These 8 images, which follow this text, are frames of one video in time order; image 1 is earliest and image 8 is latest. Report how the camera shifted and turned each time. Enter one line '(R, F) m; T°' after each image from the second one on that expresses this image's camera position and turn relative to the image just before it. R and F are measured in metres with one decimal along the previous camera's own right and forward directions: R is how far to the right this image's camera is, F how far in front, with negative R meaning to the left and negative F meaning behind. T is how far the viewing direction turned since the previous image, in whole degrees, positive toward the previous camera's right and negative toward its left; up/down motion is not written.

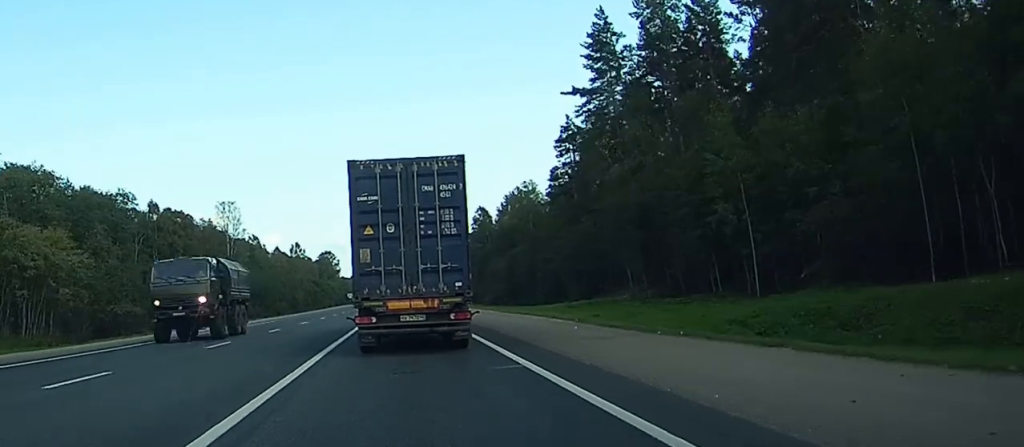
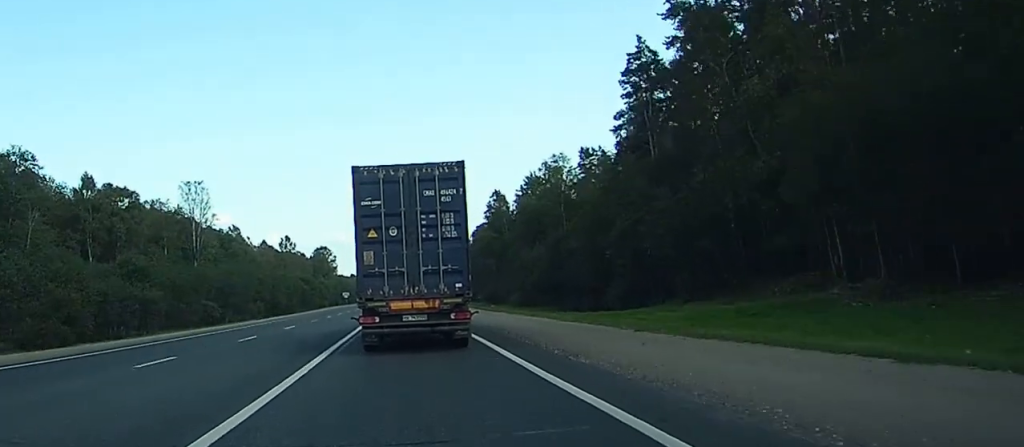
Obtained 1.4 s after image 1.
(+0.6, +30.8) m; +1°
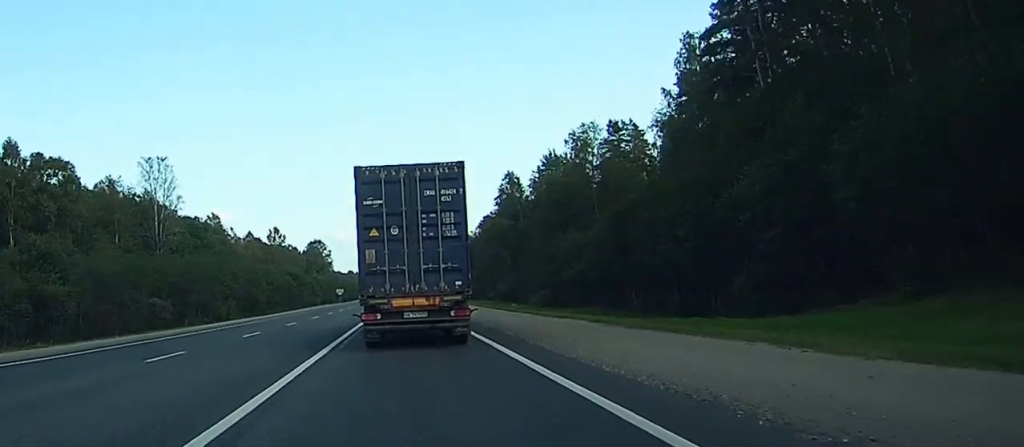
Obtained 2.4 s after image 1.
(0.0, +22.7) m; 0°
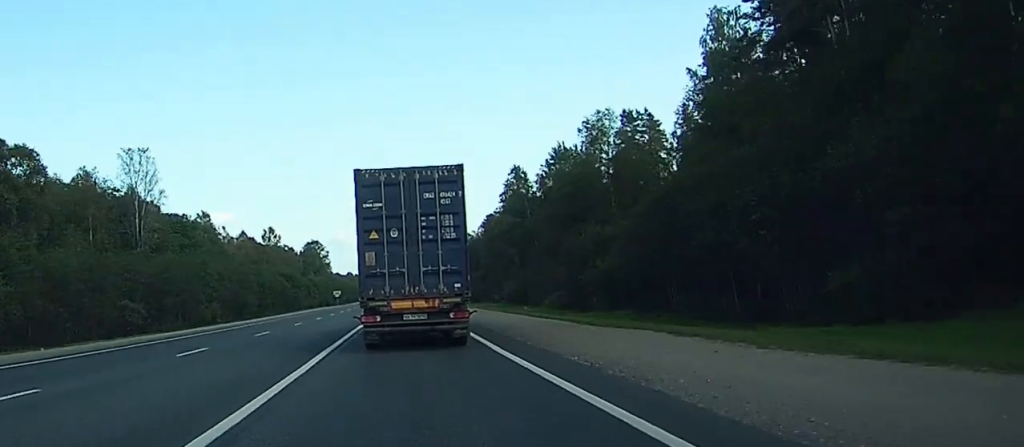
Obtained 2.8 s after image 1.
(0.0, +9.1) m; 0°
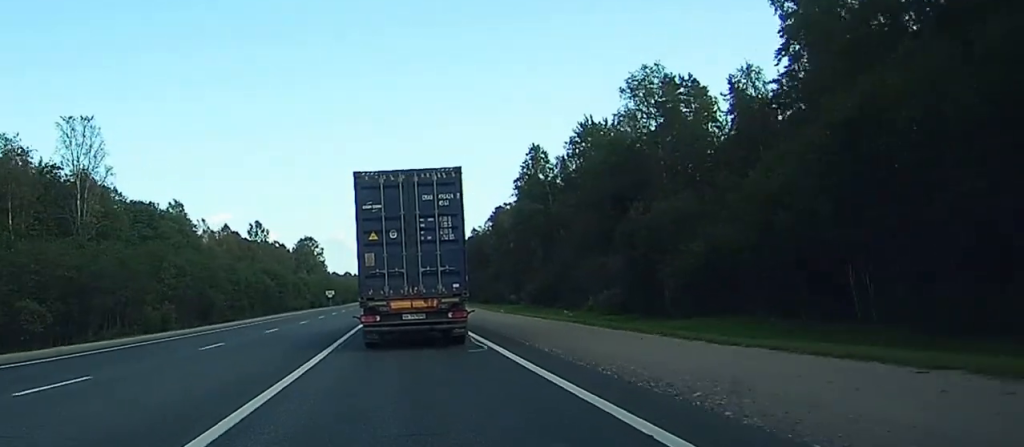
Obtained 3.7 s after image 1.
(+0.1, +21.4) m; 0°
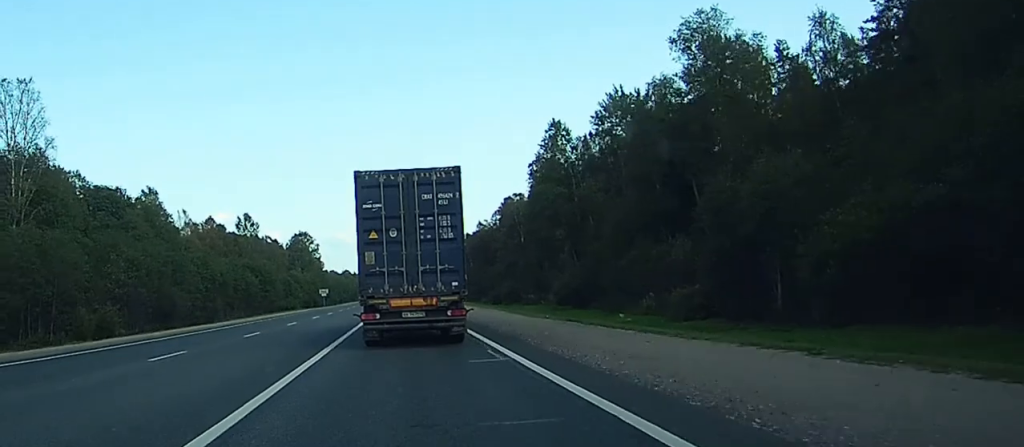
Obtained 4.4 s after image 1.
(0.0, +16.9) m; 0°
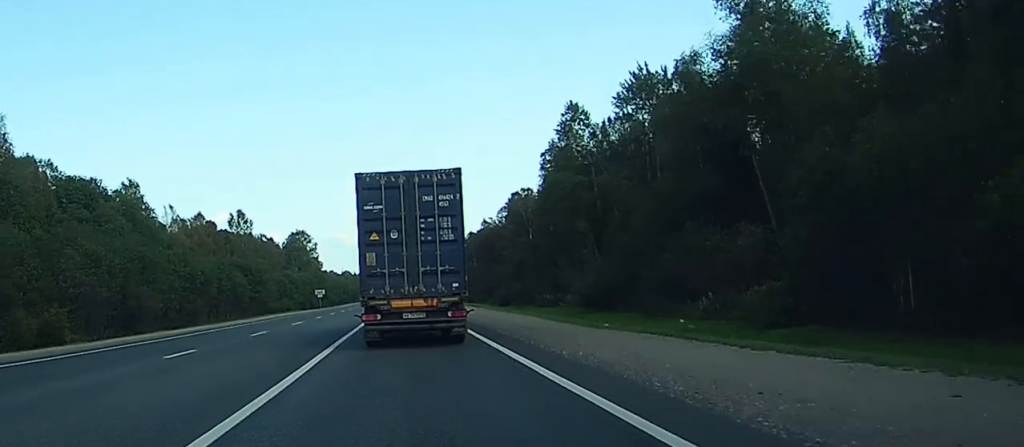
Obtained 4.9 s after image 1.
(0.0, +10.8) m; 0°
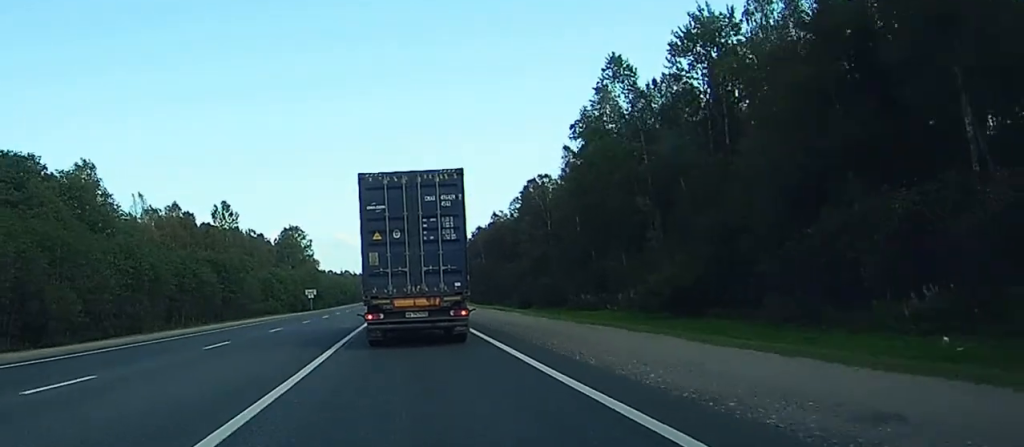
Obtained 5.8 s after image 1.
(0.0, +20.0) m; 0°
